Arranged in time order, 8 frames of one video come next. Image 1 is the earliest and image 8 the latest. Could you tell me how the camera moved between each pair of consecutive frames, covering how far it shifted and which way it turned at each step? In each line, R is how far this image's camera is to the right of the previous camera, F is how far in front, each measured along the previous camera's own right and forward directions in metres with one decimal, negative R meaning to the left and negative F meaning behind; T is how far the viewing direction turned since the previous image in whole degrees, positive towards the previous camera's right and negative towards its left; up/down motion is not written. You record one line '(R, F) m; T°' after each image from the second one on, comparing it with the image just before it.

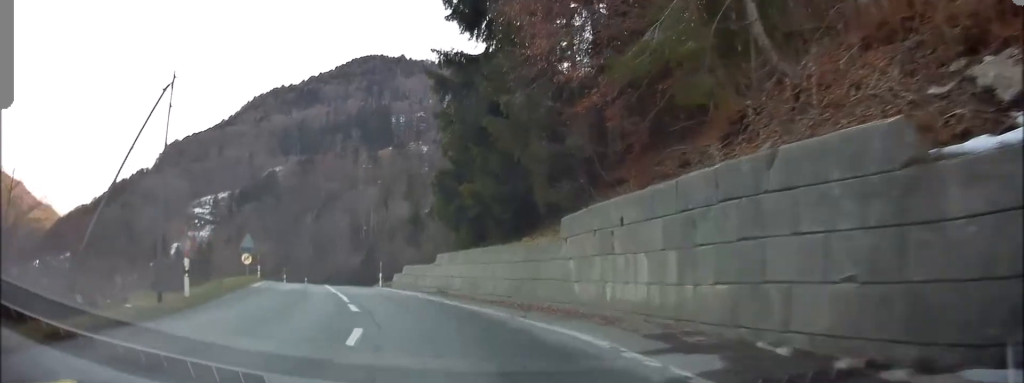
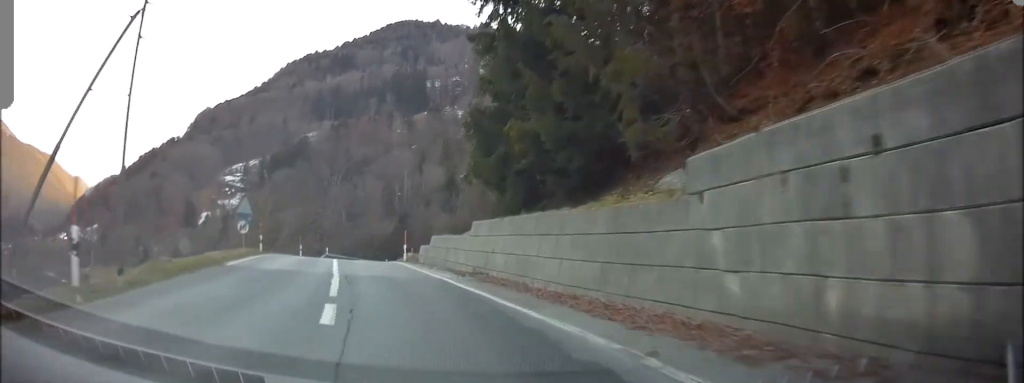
(-0.1, +8.3) m; -3°
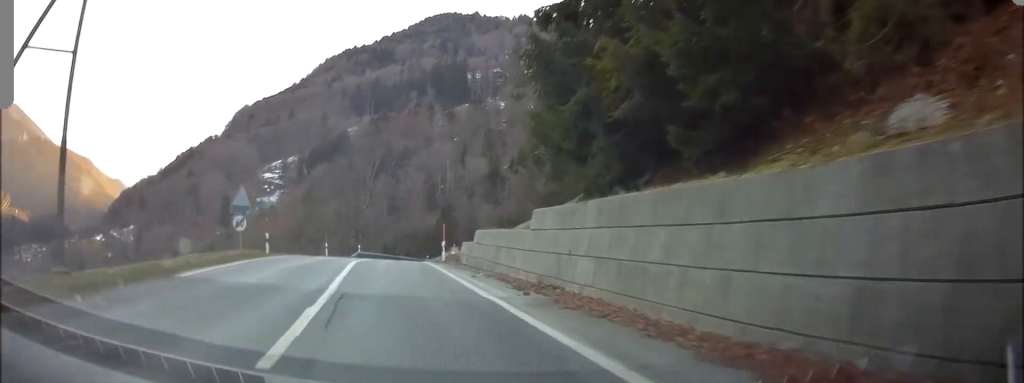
(+0.2, +7.9) m; -3°
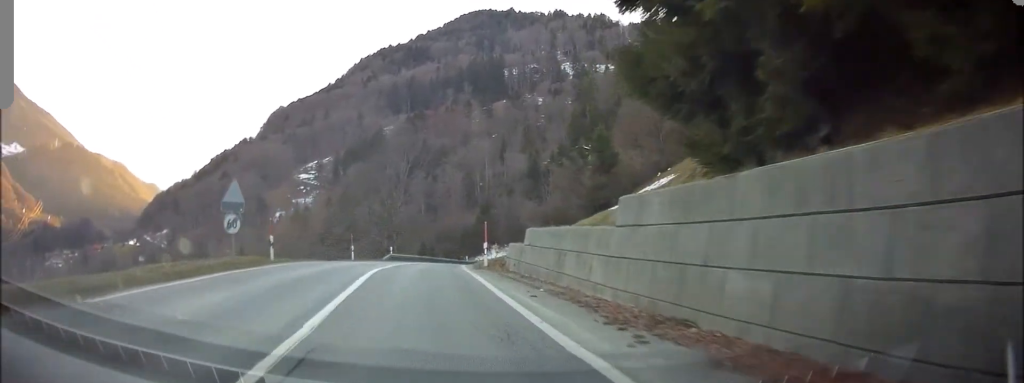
(-0.4, +6.2) m; -3°
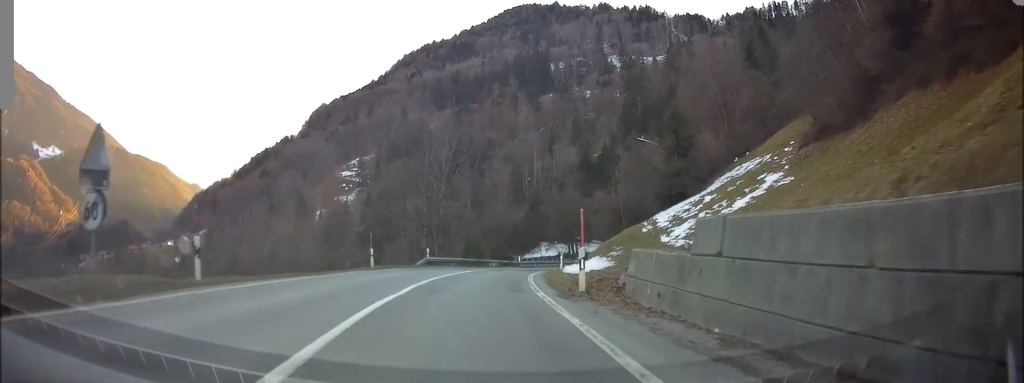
(-1.0, +11.5) m; -5°
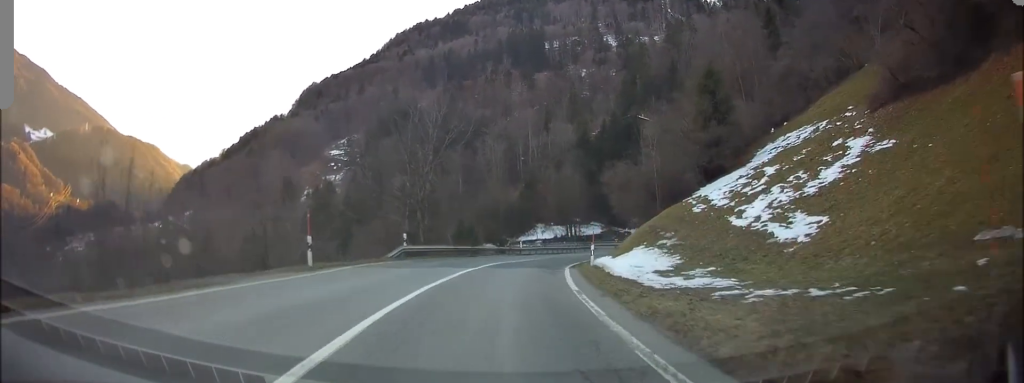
(-0.2, +12.1) m; +2°
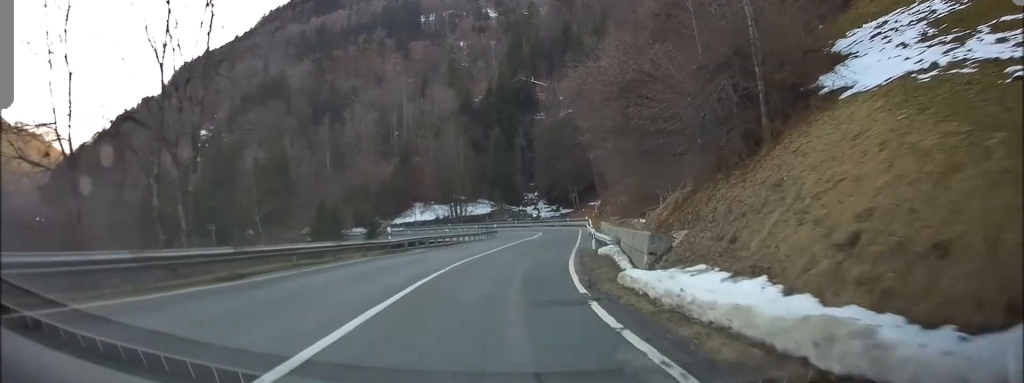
(+3.7, +27.2) m; +13°
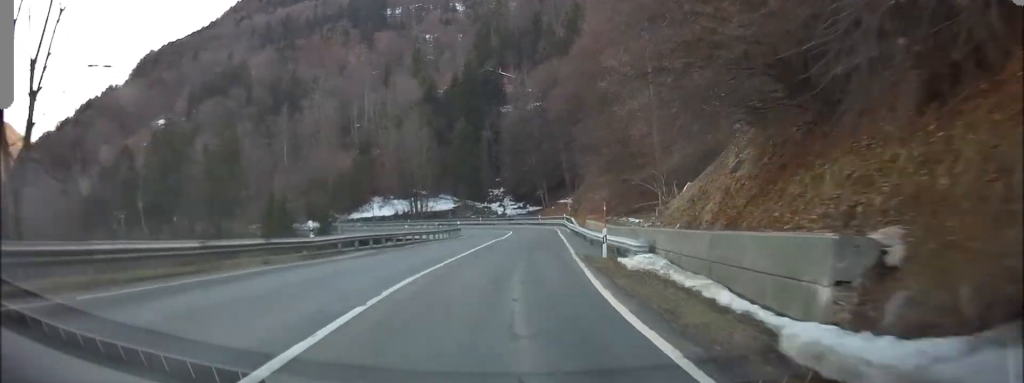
(-0.2, +9.0) m; +3°
